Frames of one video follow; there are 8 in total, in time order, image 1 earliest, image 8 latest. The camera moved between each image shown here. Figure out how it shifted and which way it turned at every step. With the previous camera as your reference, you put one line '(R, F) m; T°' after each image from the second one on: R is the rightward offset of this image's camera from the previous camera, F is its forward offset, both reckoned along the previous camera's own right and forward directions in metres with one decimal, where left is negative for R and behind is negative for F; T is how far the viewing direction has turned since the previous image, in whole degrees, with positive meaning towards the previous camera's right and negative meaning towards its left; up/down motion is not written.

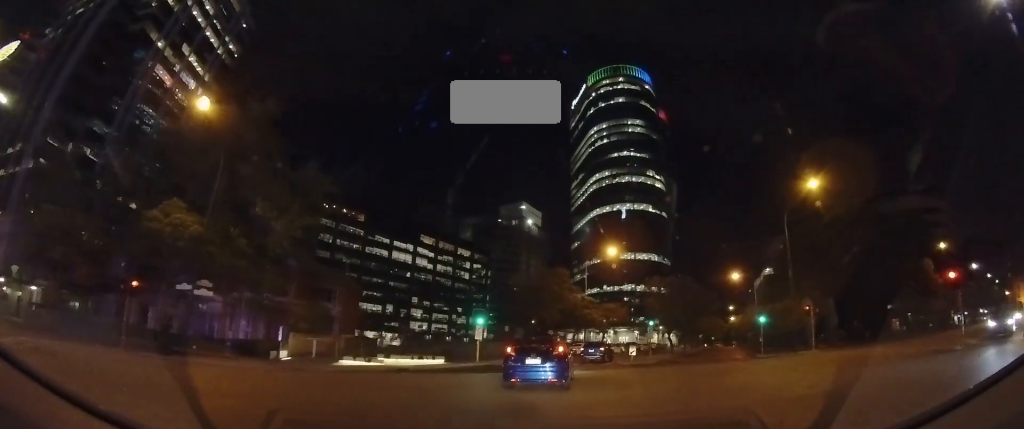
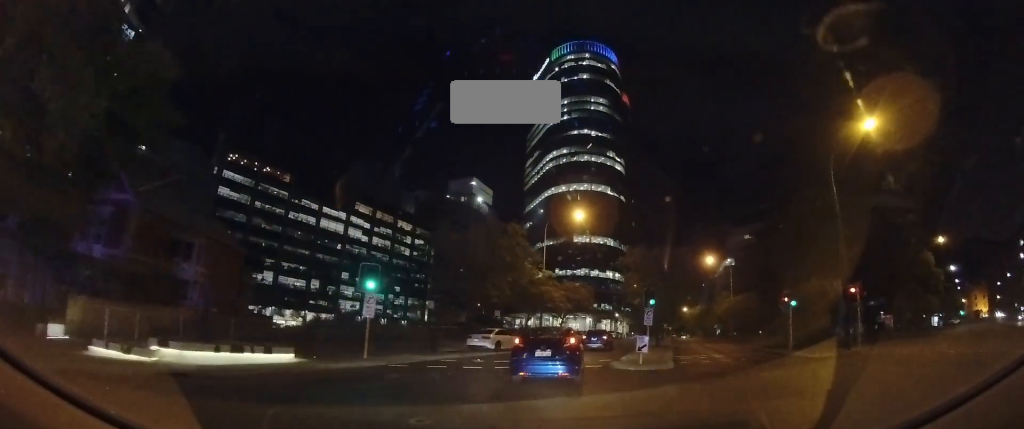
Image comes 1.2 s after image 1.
(+1.2, +11.5) m; +7°
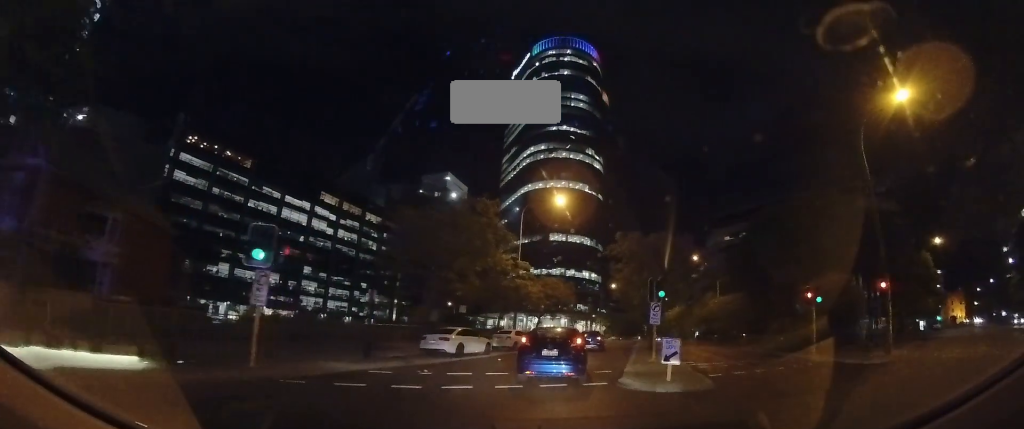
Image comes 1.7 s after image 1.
(0.0, +5.7) m; +6°
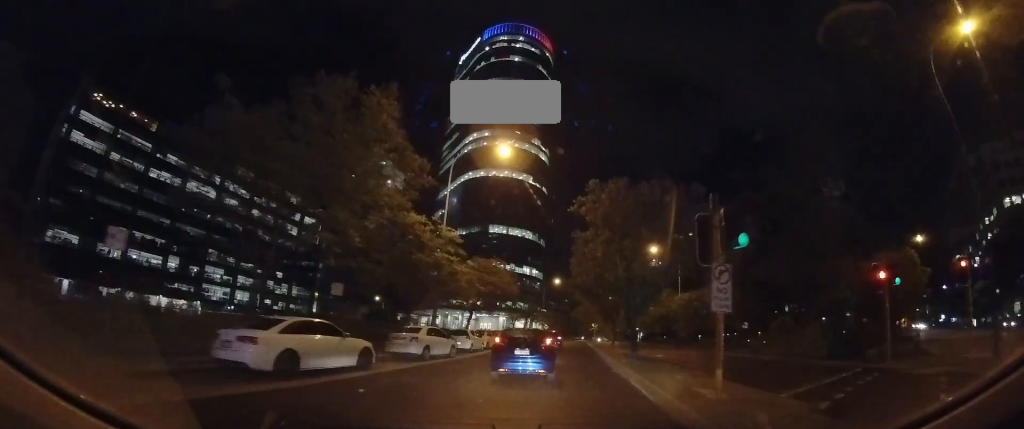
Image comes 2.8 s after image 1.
(+1.2, +10.9) m; +14°
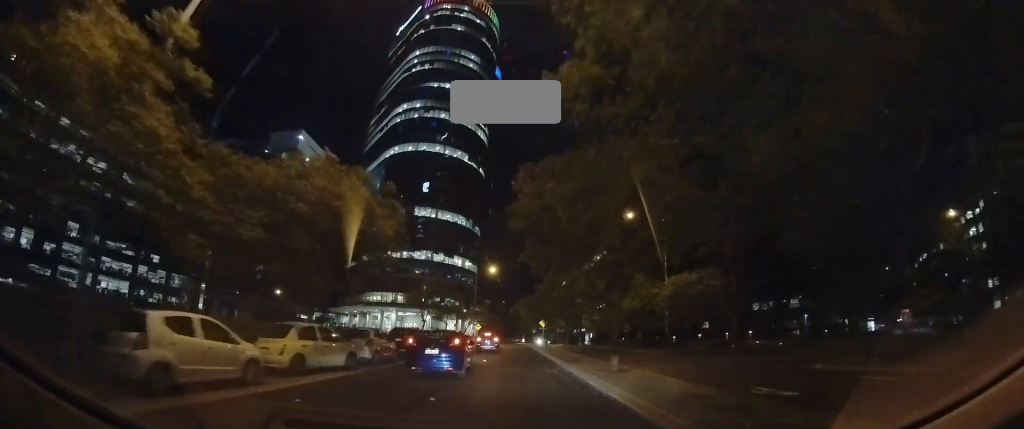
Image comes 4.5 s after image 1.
(+2.0, +19.2) m; +2°
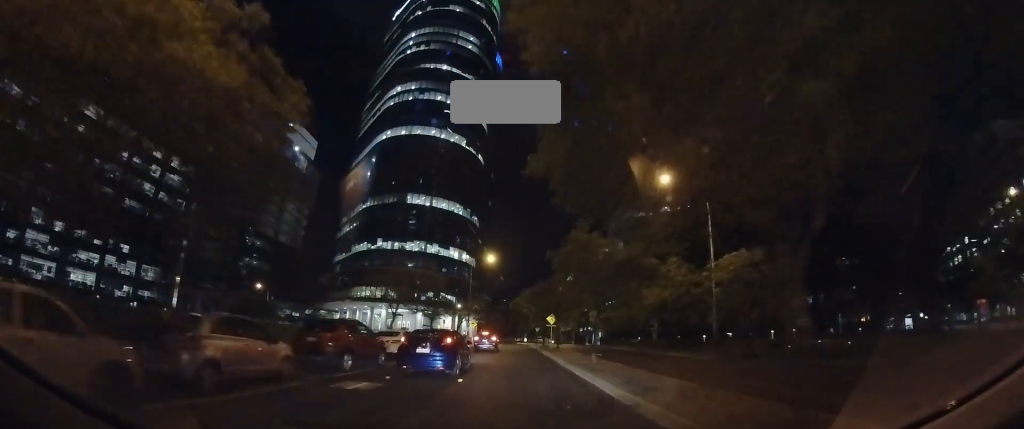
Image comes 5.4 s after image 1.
(-0.8, +8.7) m; -1°
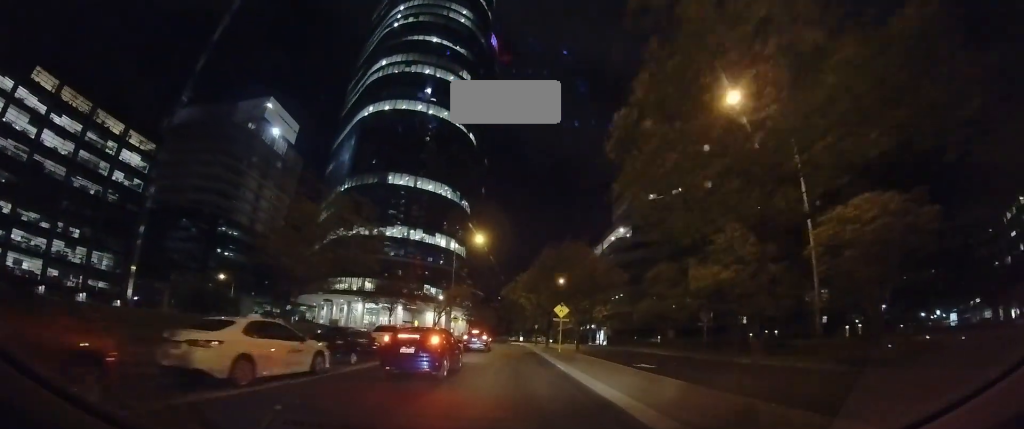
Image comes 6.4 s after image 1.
(+0.9, +11.1) m; +5°
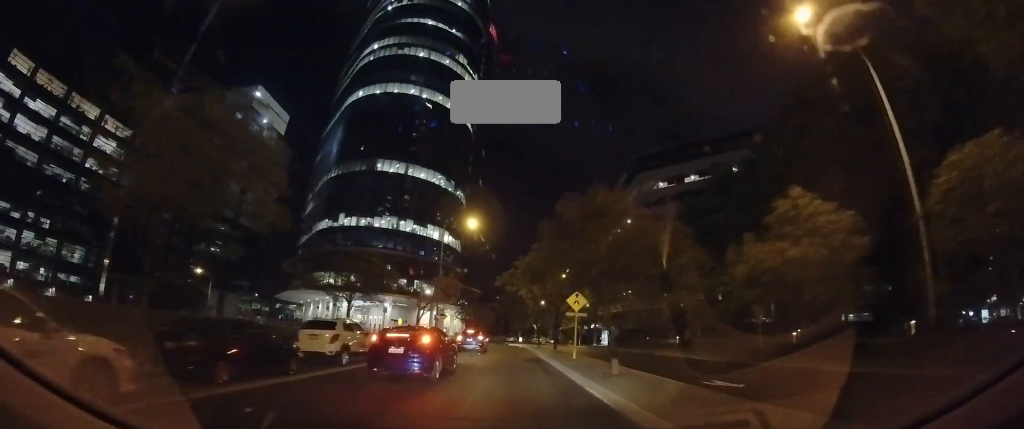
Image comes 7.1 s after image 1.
(+0.1, +6.8) m; 0°
